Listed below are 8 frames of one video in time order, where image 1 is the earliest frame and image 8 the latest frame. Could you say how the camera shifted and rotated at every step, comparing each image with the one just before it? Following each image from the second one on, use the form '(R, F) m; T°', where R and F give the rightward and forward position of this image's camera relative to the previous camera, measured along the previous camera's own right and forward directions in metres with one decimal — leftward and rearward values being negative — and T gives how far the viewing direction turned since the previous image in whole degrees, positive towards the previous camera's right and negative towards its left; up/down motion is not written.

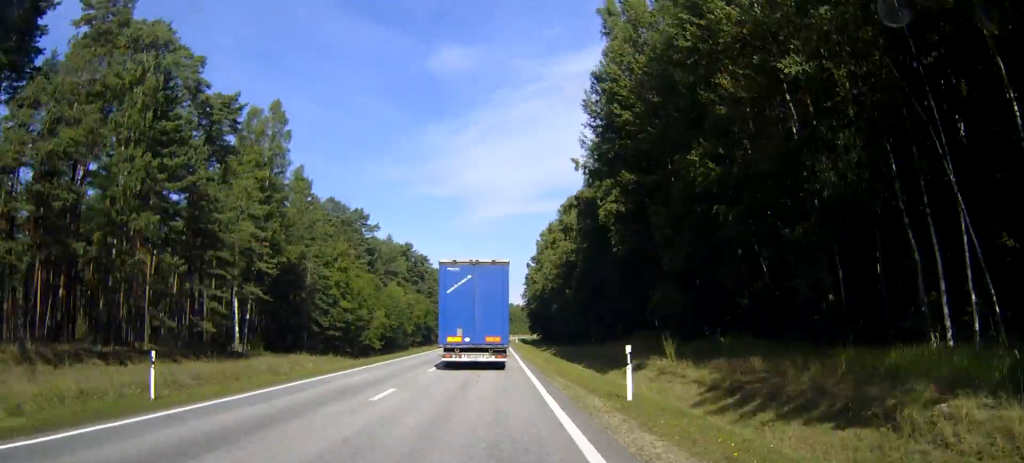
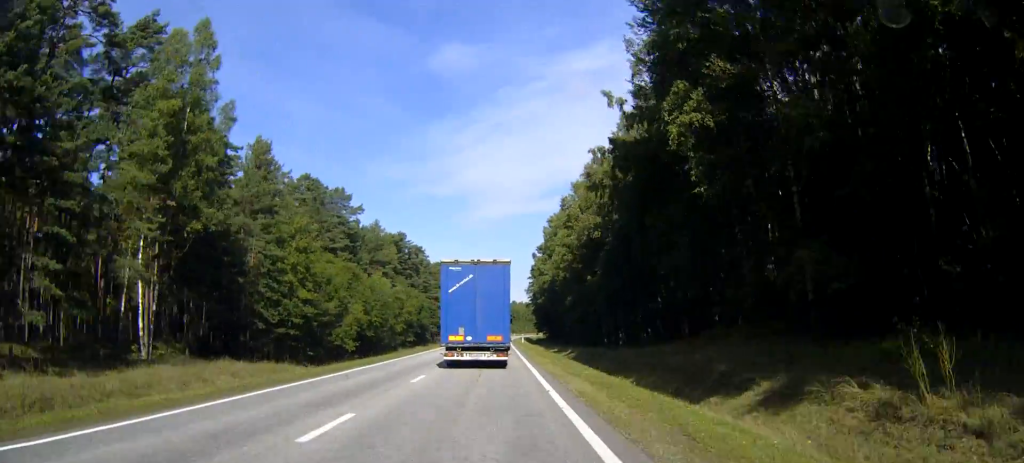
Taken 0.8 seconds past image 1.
(-0.1, +17.8) m; 0°
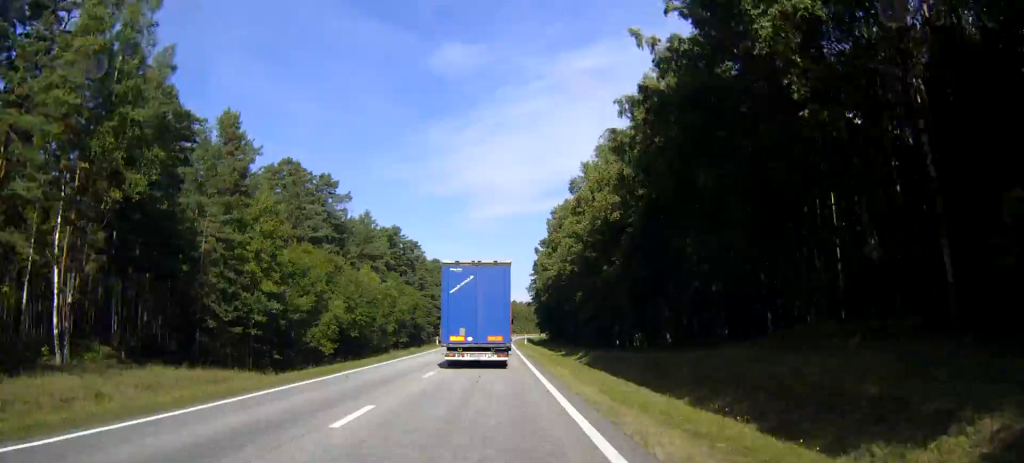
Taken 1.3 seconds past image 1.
(0.0, +9.8) m; 0°
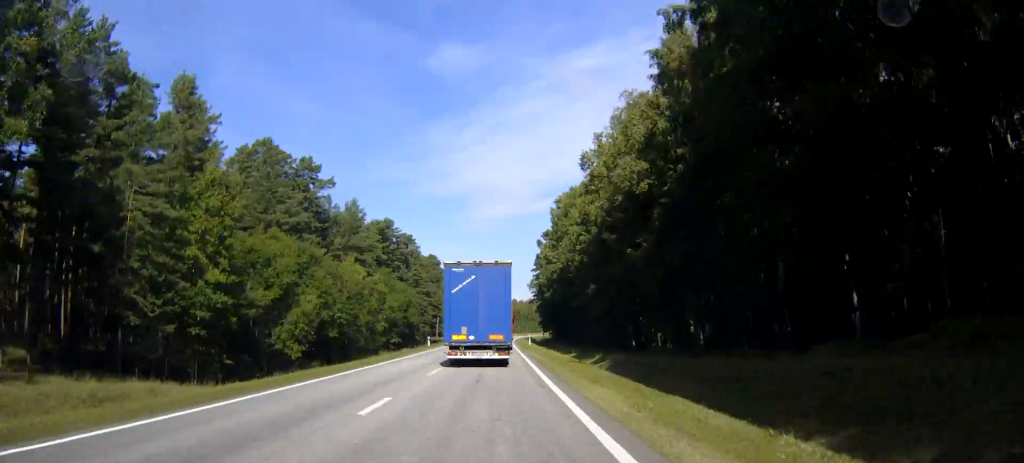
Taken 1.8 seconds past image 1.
(0.0, +10.5) m; 0°
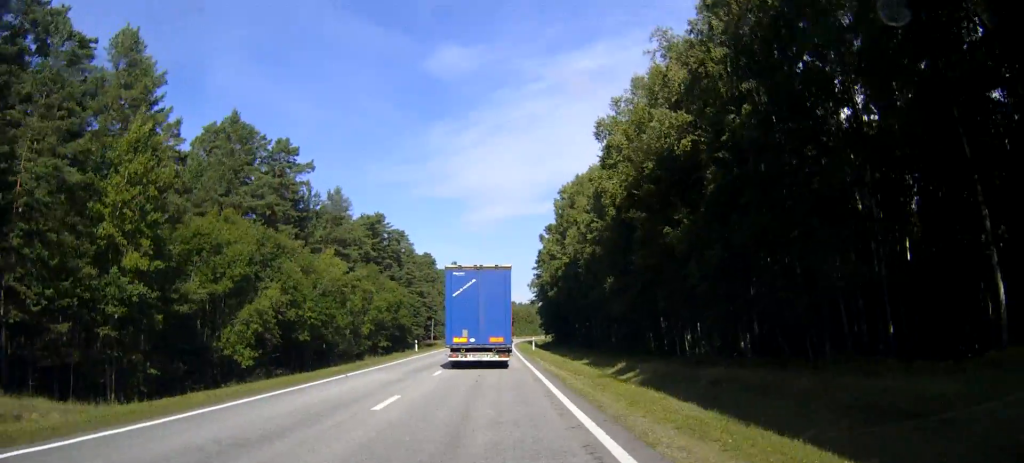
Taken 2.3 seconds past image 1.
(0.0, +10.3) m; 0°
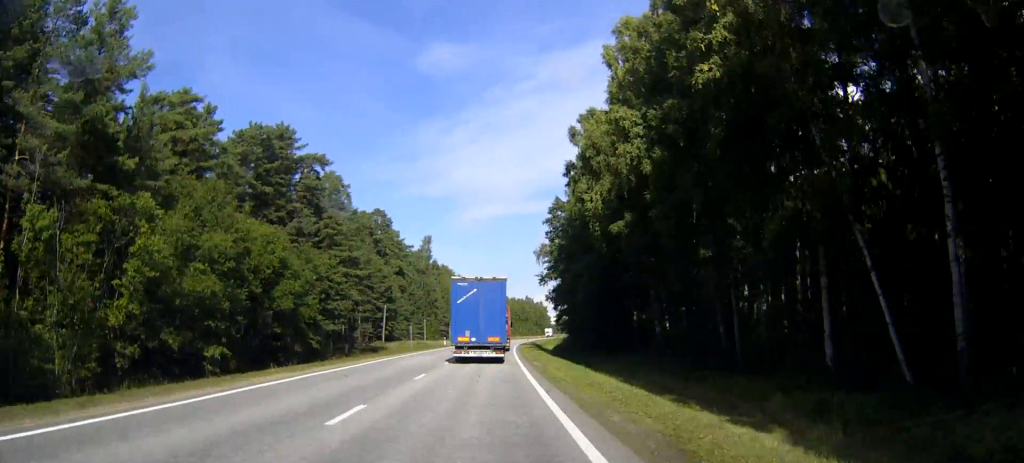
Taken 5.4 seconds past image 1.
(+0.7, +61.9) m; +1°
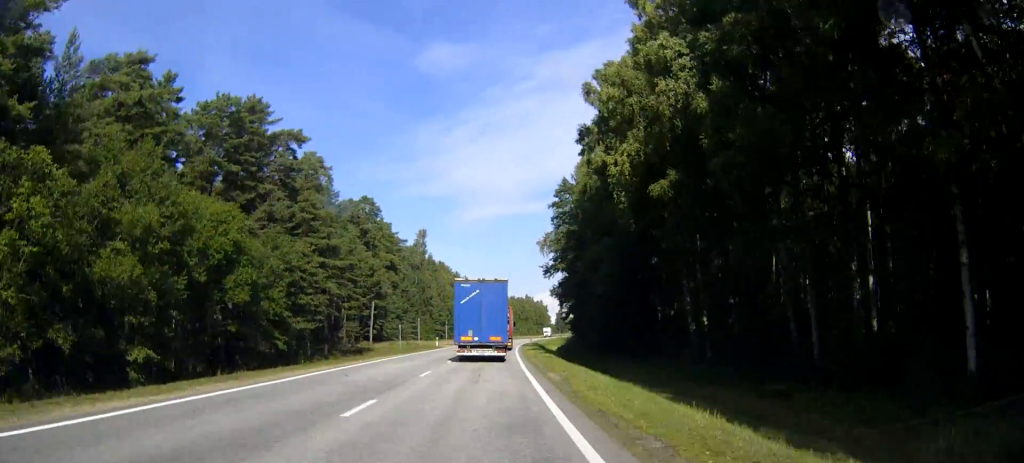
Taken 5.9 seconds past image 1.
(0.0, +10.5) m; 0°
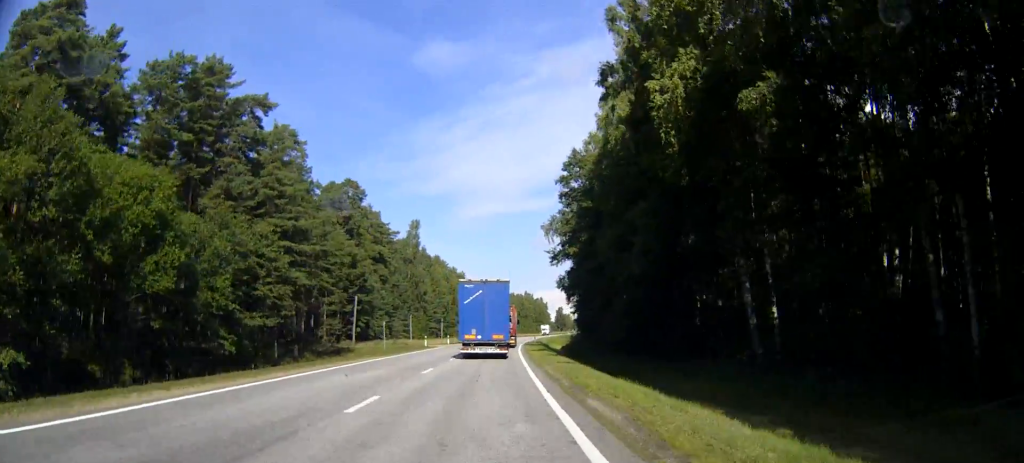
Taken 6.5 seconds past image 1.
(0.0, +11.6) m; 0°
